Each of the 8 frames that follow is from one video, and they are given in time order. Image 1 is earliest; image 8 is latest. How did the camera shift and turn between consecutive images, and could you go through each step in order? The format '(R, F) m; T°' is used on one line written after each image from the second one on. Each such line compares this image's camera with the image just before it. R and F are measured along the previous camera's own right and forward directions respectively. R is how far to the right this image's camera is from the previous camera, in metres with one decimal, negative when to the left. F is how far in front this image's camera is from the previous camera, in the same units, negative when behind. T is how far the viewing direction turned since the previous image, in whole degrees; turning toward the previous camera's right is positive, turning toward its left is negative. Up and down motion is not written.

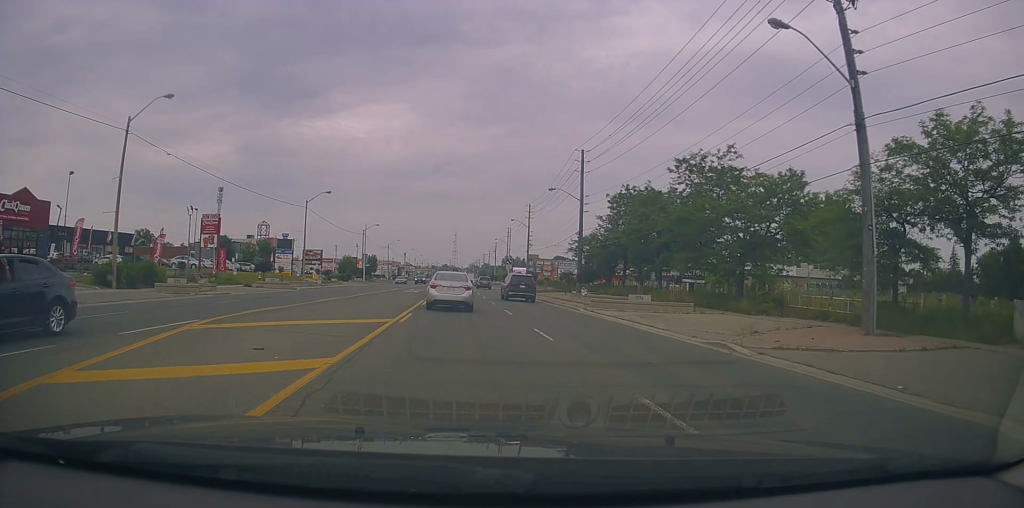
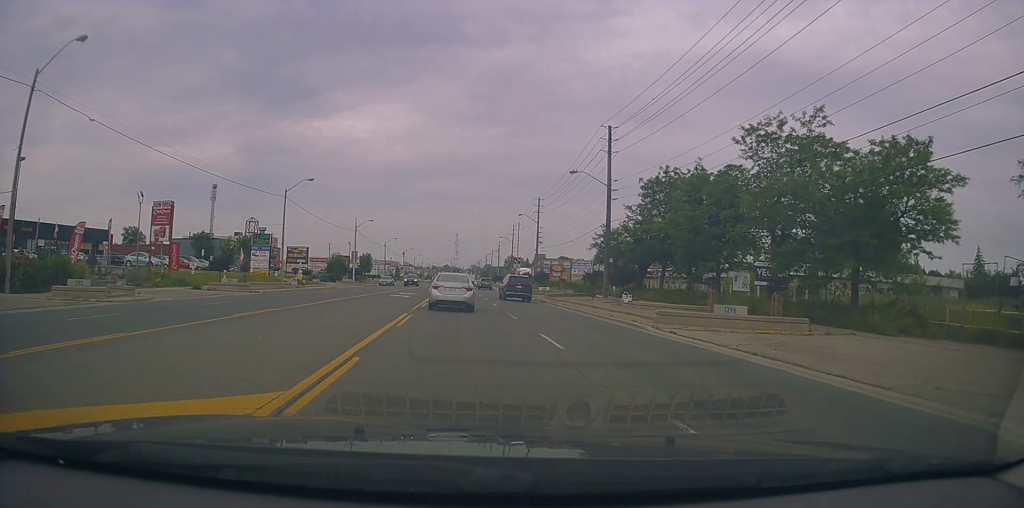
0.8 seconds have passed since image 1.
(+0.4, +9.9) m; +2°
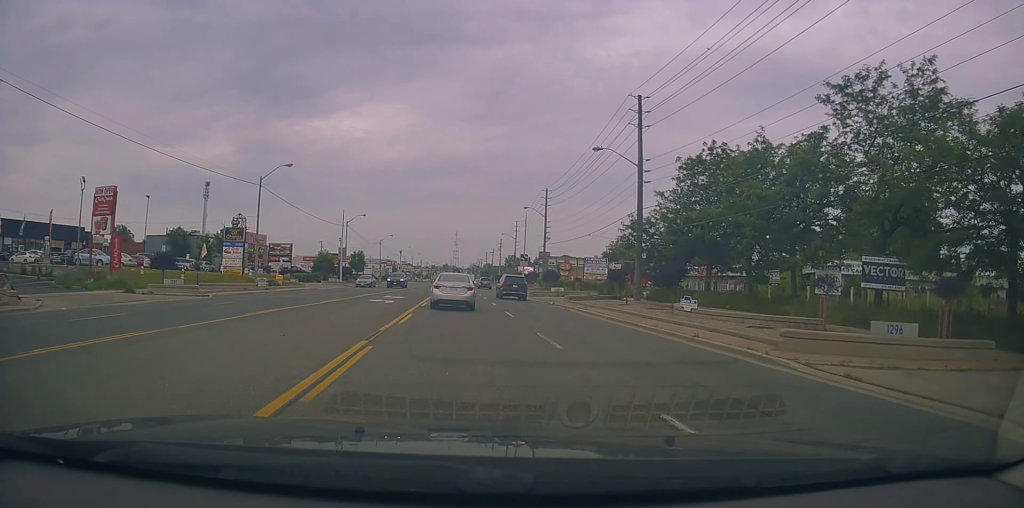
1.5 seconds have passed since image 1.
(0.0, +8.6) m; -1°
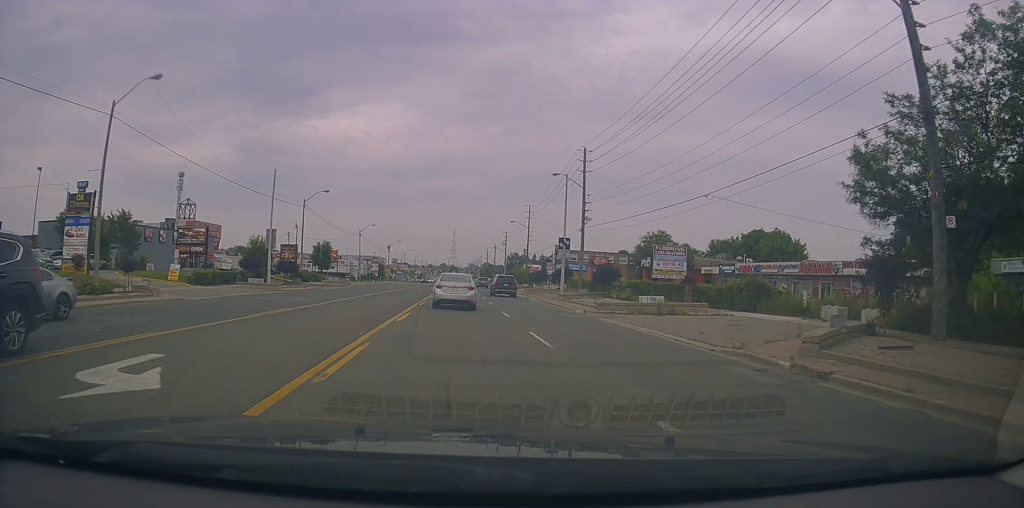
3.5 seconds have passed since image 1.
(-0.1, +26.8) m; +1°
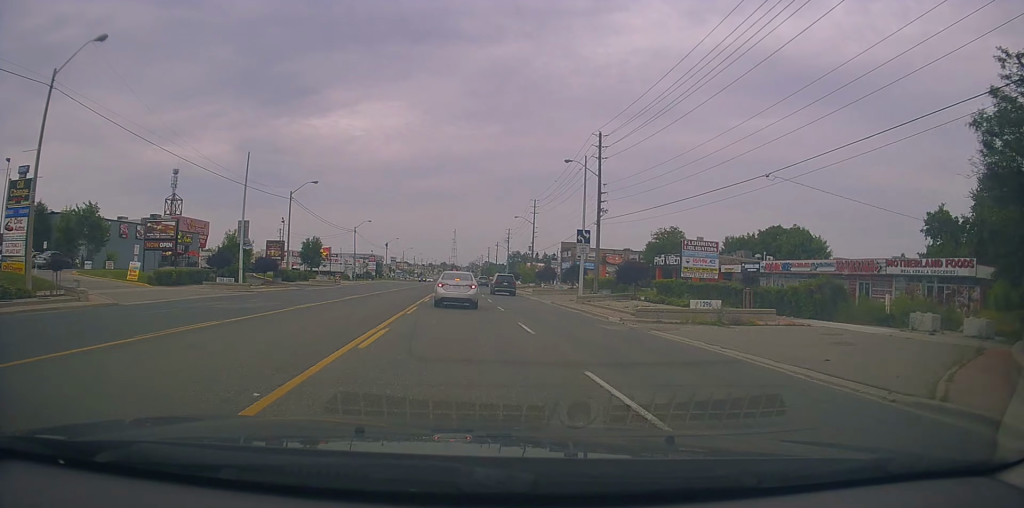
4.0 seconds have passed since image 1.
(+0.1, +6.3) m; 0°
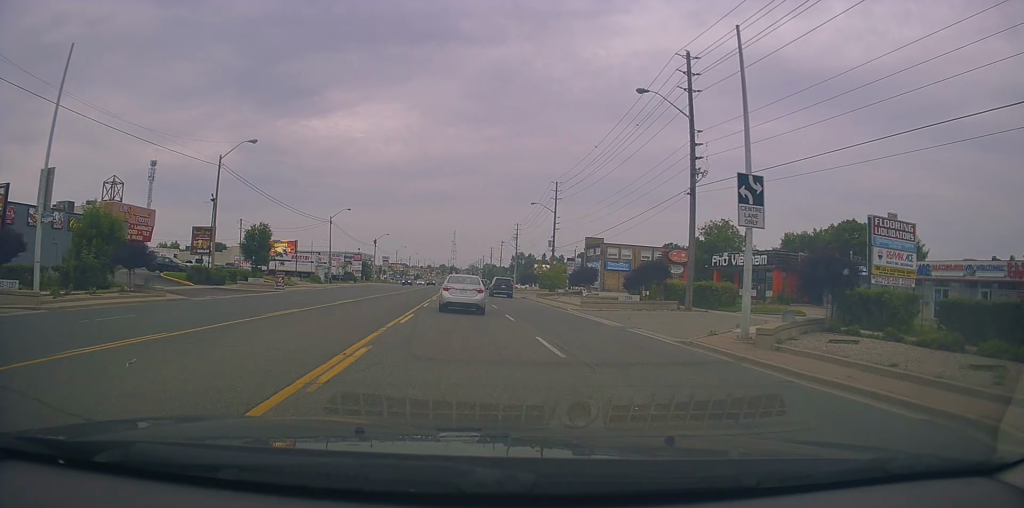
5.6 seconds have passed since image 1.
(-0.9, +20.9) m; -2°
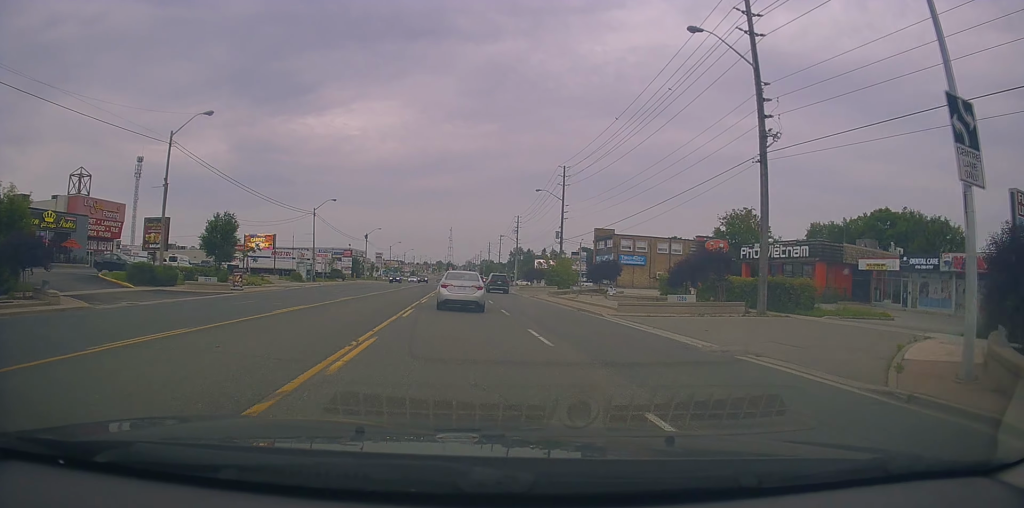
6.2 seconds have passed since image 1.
(0.0, +8.0) m; 0°
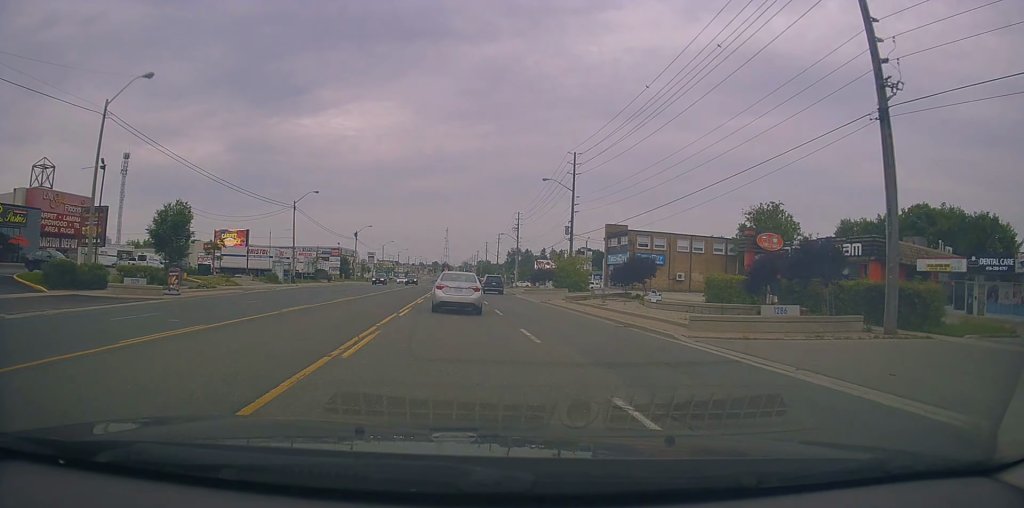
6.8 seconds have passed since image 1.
(+0.4, +8.3) m; +1°
